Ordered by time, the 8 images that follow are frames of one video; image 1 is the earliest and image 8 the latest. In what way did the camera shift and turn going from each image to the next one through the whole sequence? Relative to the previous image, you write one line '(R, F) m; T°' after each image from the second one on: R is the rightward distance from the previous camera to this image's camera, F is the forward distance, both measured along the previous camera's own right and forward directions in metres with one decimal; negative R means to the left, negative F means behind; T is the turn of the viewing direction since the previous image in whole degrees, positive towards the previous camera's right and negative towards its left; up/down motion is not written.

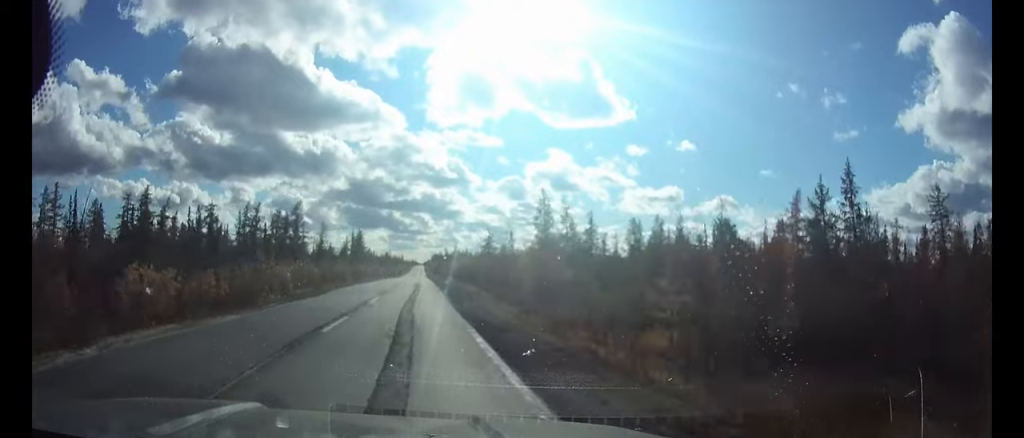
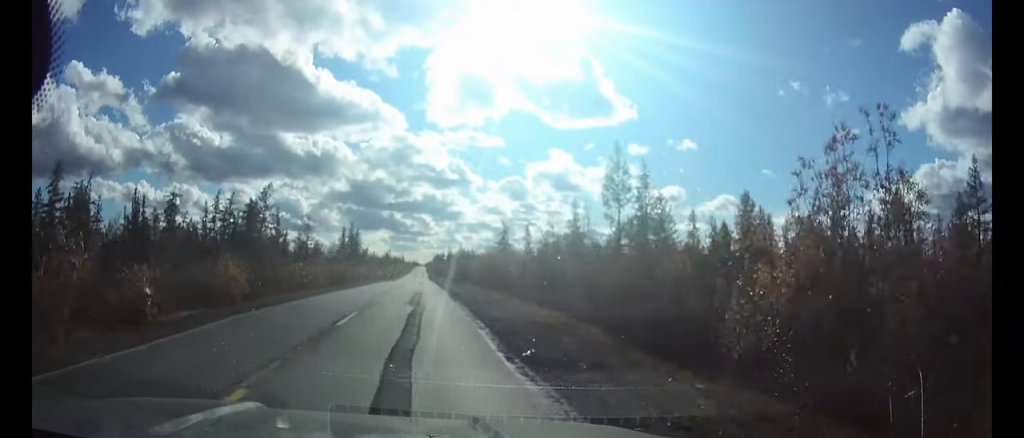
(0.0, +21.9) m; 0°
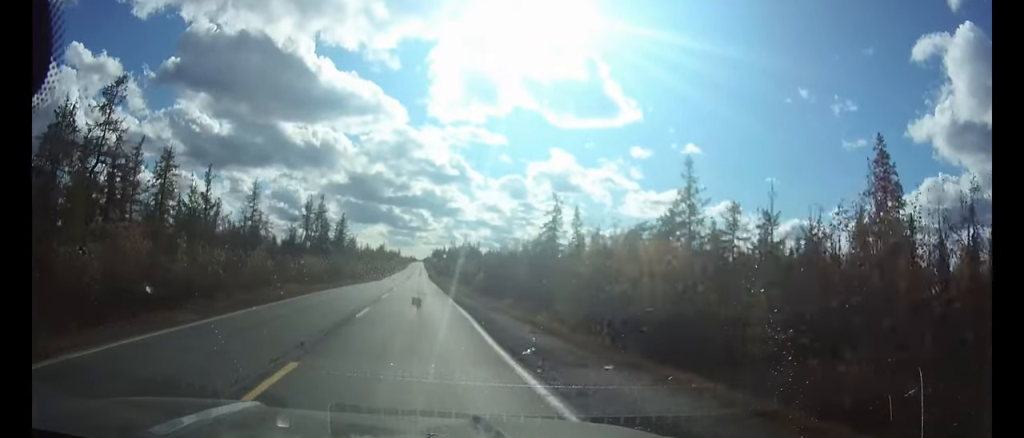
(+0.1, +49.1) m; 0°
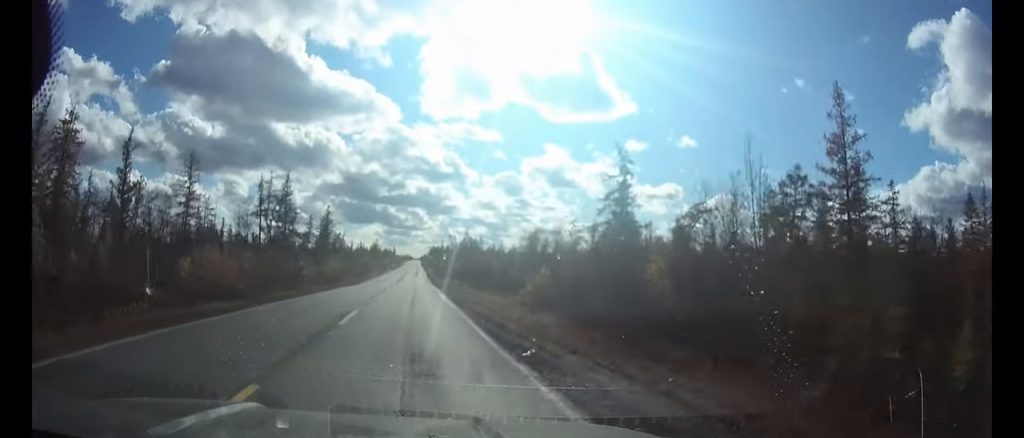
(+0.1, +28.2) m; 0°
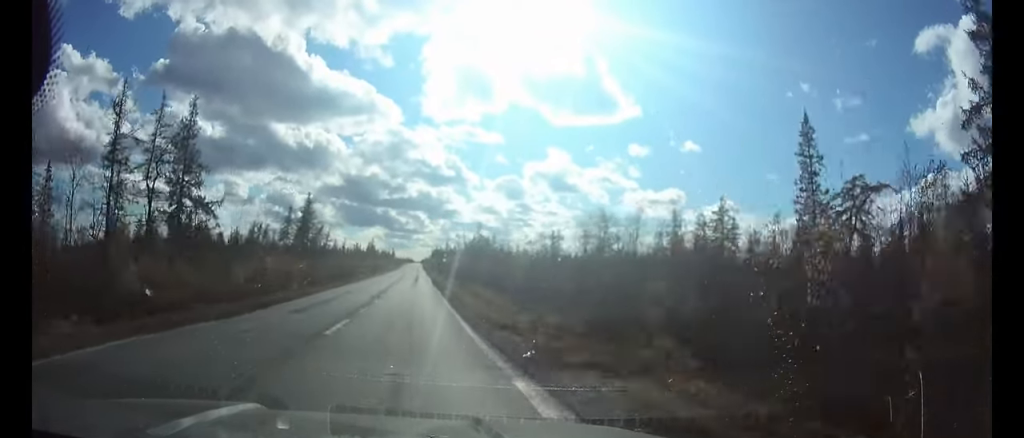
(+0.1, +38.7) m; 0°
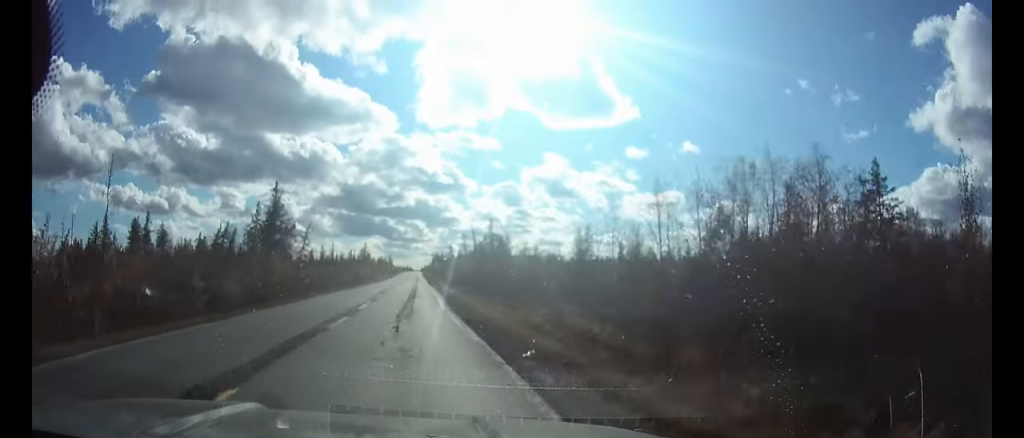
(-0.1, +33.5) m; 0°
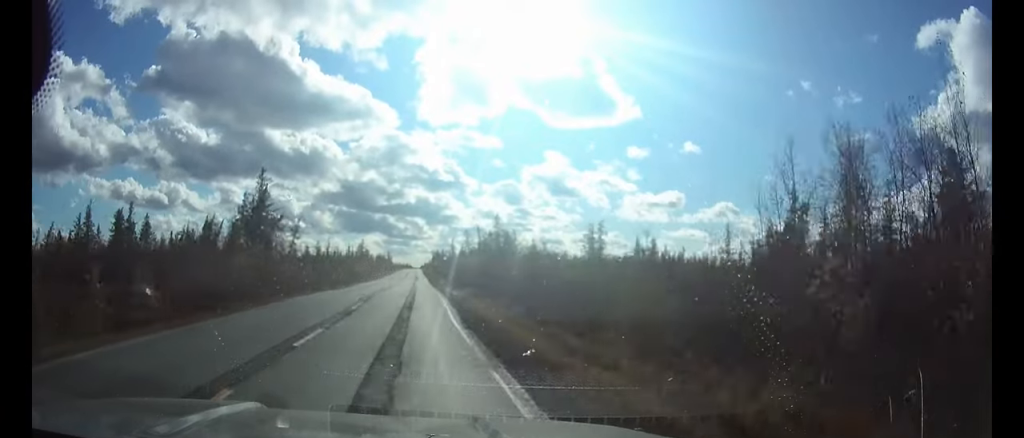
(0.0, +11.7) m; 0°
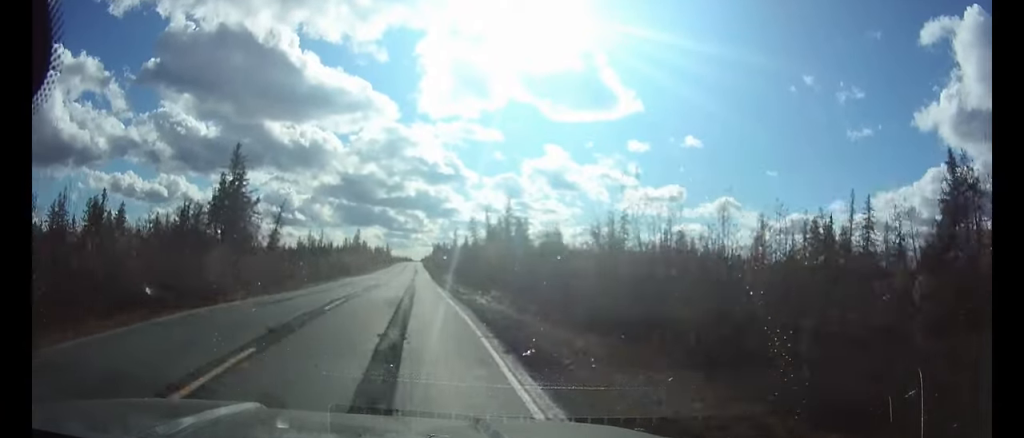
(0.0, +16.8) m; 0°
